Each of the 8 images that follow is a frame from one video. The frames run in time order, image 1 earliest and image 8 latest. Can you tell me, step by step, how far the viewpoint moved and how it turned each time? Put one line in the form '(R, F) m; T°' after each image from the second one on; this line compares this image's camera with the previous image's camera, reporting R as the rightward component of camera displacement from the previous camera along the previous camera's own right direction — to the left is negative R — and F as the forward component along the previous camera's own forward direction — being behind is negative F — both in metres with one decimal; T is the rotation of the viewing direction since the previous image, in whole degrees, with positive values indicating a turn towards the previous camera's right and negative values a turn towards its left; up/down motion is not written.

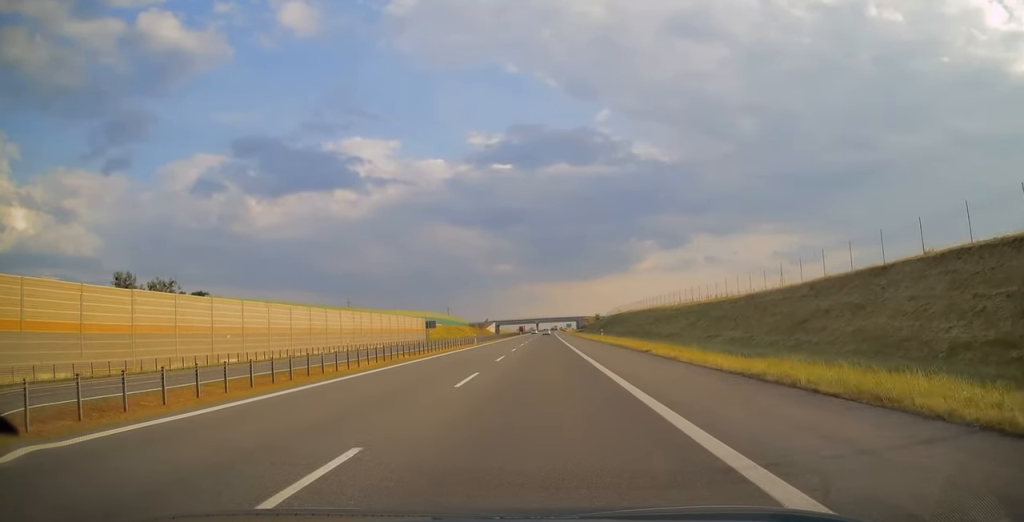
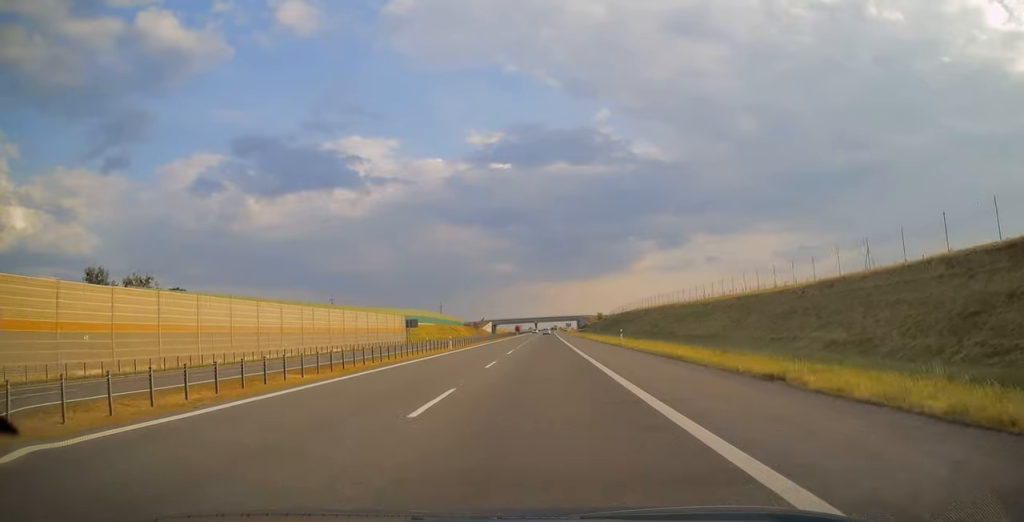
(+0.1, +17.0) m; 0°
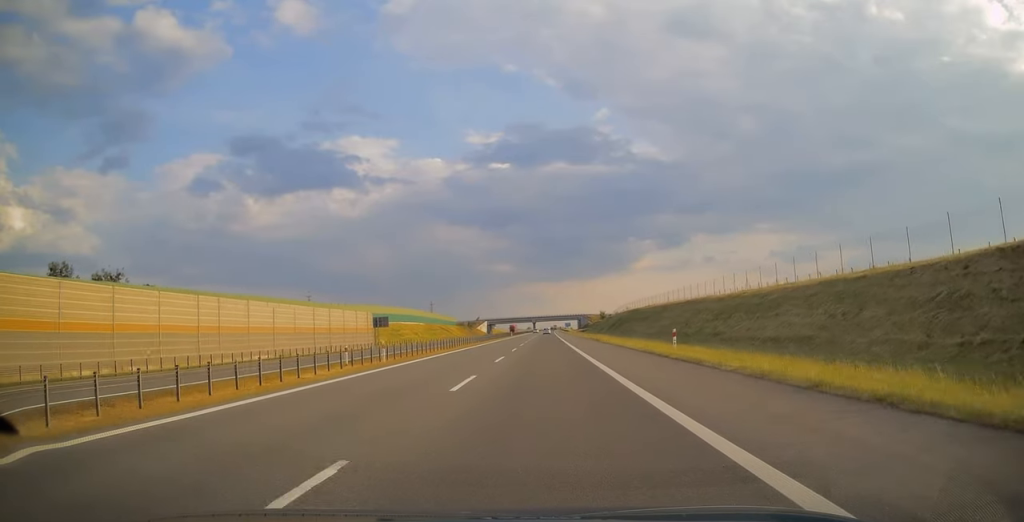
(0.0, +19.7) m; 0°
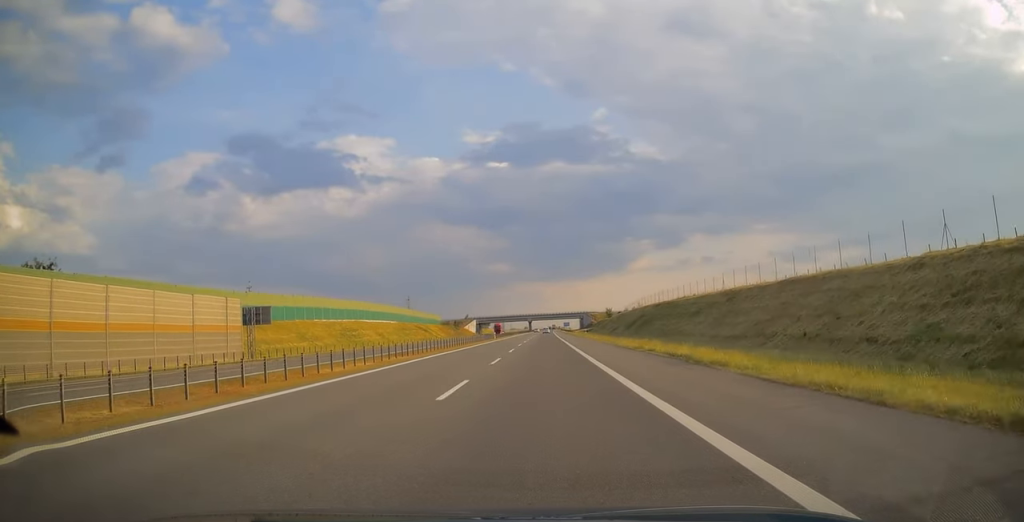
(0.0, +38.5) m; 0°
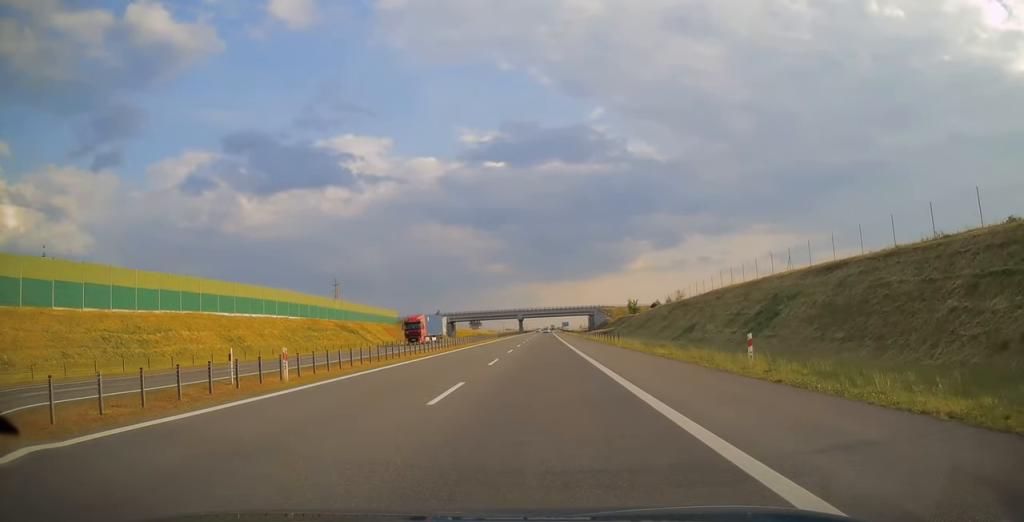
(+0.2, +72.0) m; 0°
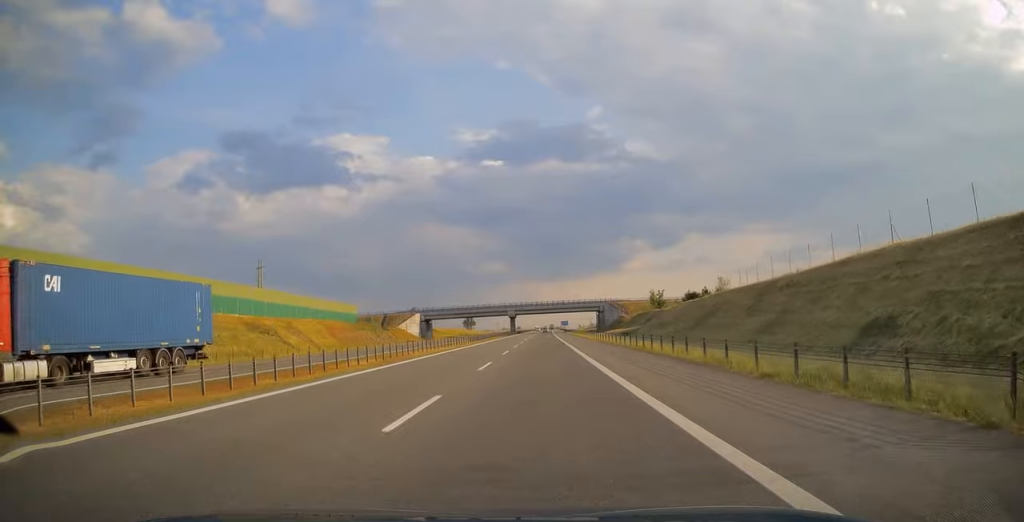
(+0.1, +39.0) m; 0°
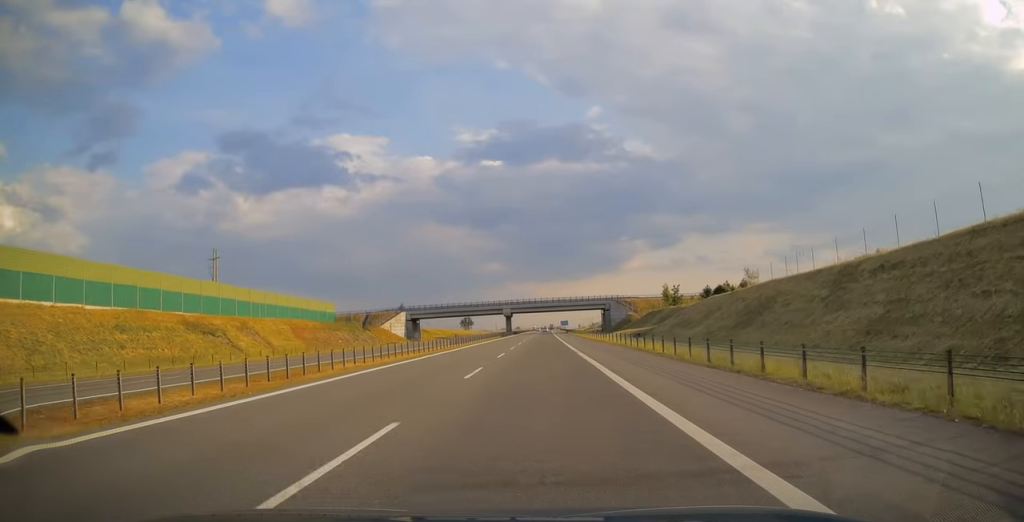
(0.0, +15.4) m; 0°
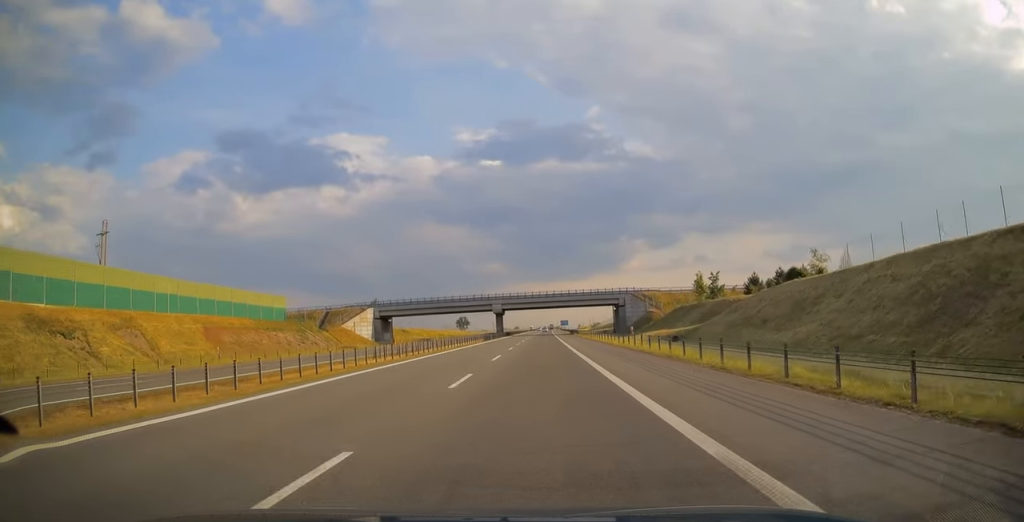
(0.0, +26.3) m; 0°
